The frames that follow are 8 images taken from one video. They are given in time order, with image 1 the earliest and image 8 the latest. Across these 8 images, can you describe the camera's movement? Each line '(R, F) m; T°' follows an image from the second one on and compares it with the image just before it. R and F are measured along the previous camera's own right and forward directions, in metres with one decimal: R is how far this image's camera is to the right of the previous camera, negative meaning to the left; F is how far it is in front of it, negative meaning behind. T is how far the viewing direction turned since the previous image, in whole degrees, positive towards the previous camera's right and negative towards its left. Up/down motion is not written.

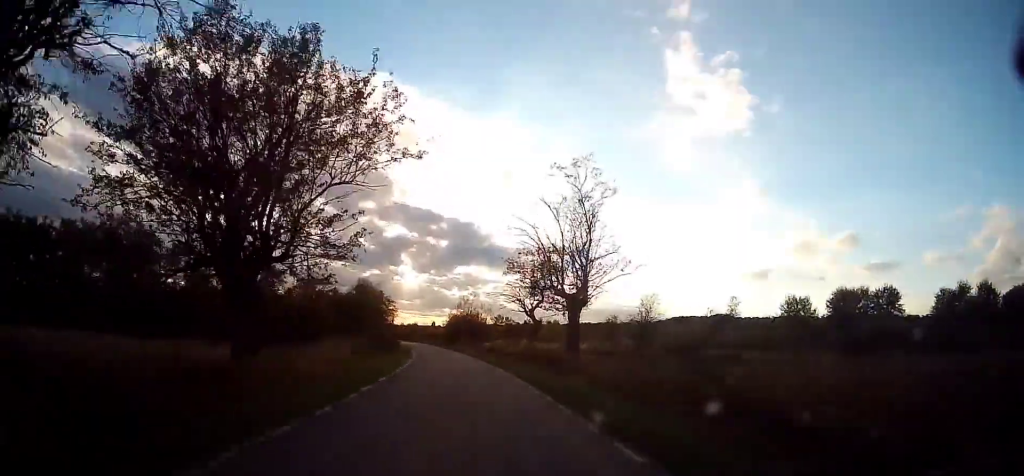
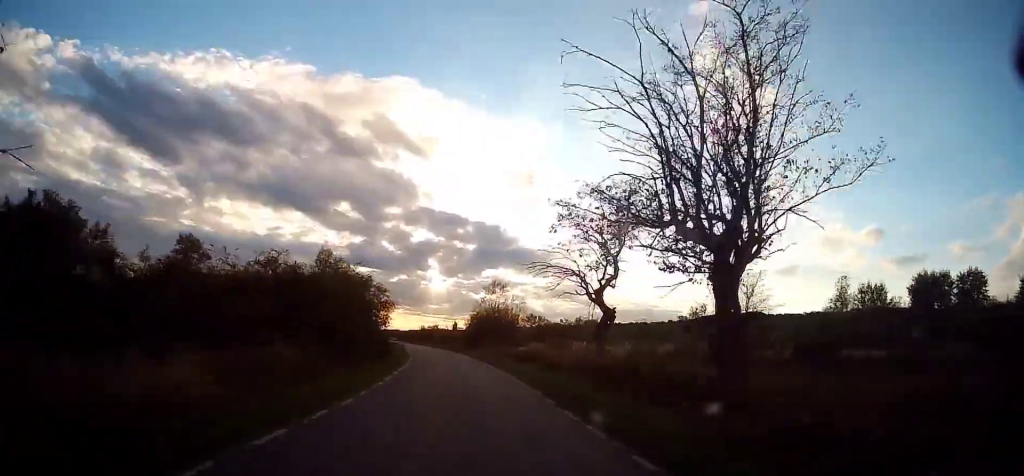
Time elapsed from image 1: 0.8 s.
(+0.4, +14.4) m; -1°
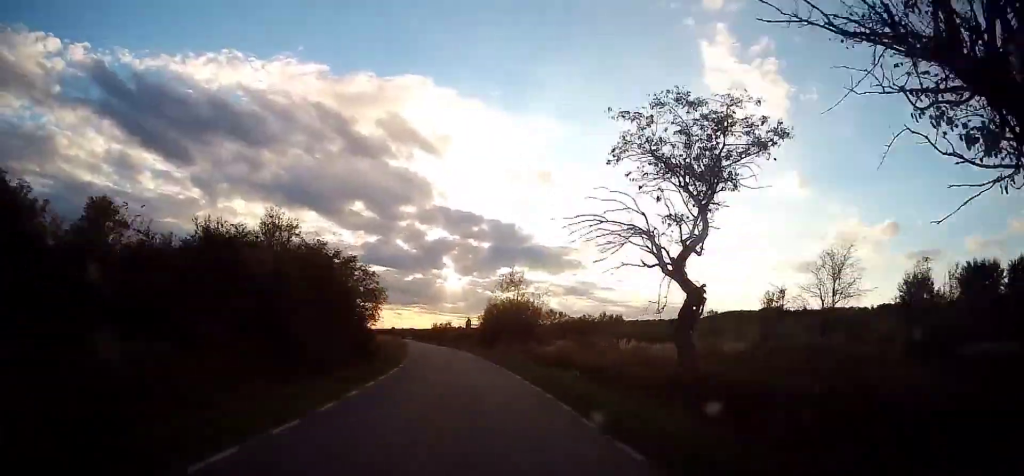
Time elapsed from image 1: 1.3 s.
(0.0, +7.6) m; -1°
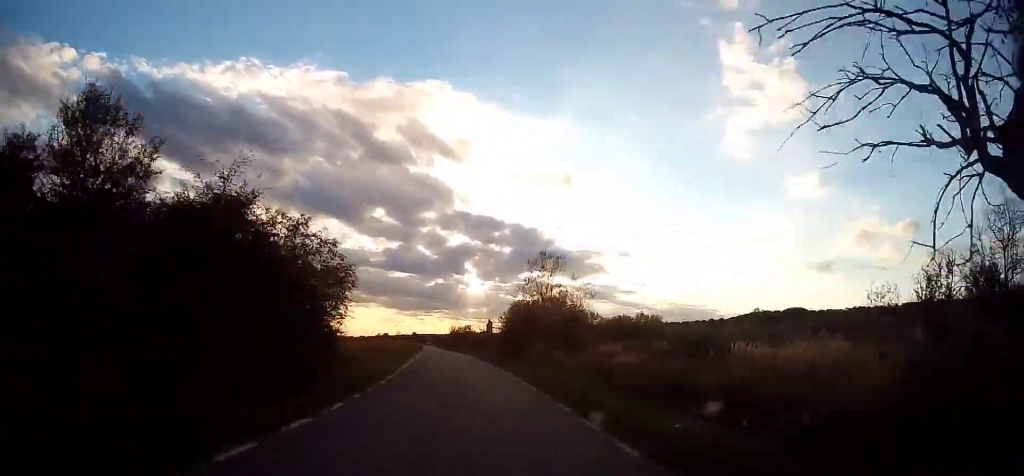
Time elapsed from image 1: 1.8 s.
(-0.5, +9.7) m; -3°
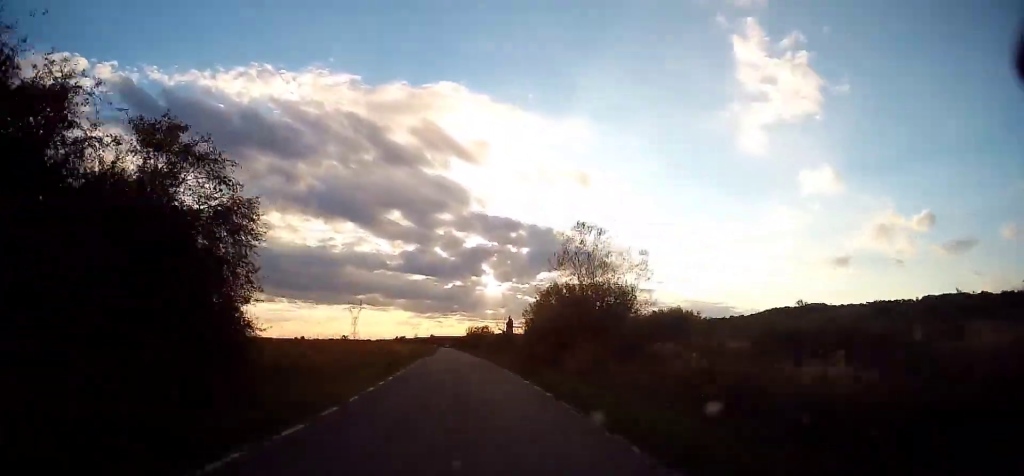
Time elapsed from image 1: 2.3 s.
(-0.2, +8.3) m; -2°
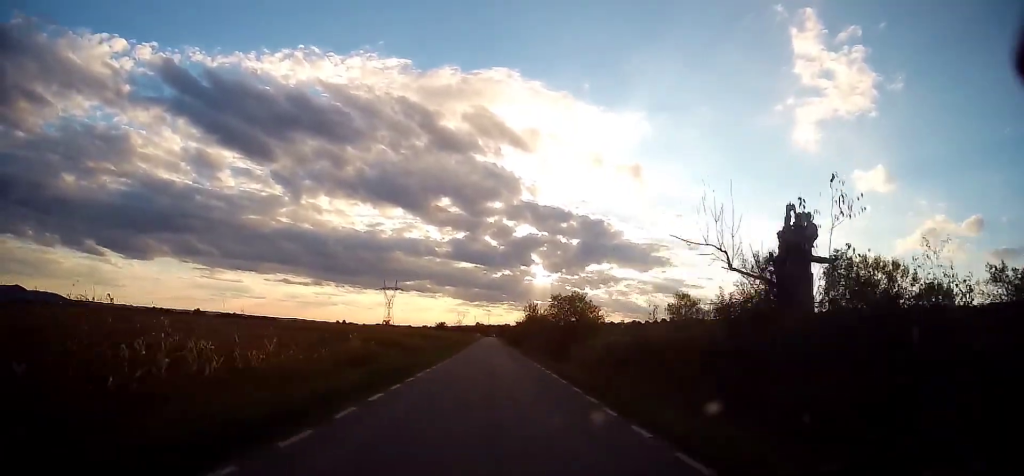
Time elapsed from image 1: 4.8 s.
(-3.4, +47.1) m; -7°
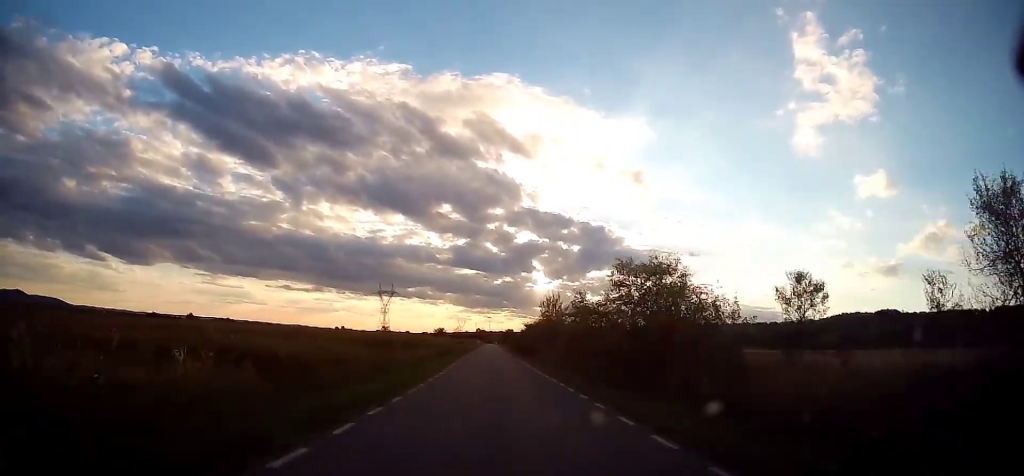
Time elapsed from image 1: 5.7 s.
(-0.1, +16.9) m; +1°
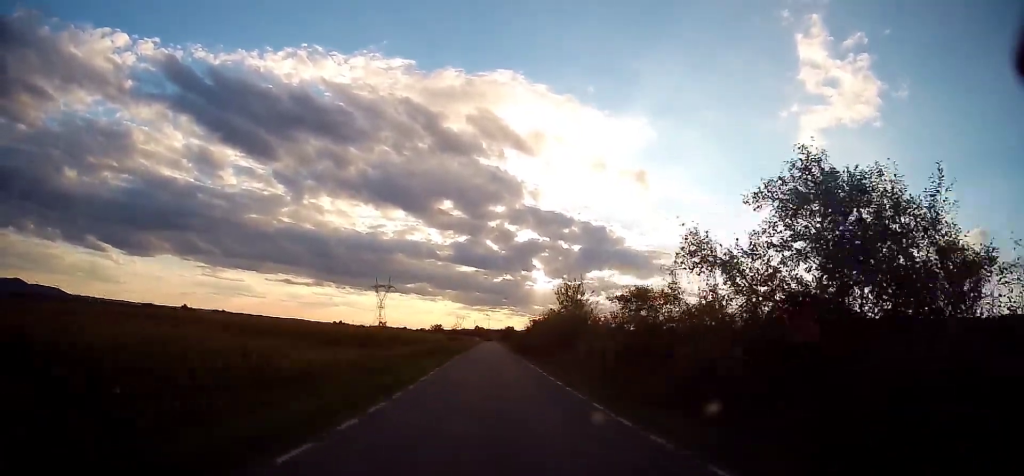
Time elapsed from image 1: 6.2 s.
(0.0, +9.9) m; +1°
